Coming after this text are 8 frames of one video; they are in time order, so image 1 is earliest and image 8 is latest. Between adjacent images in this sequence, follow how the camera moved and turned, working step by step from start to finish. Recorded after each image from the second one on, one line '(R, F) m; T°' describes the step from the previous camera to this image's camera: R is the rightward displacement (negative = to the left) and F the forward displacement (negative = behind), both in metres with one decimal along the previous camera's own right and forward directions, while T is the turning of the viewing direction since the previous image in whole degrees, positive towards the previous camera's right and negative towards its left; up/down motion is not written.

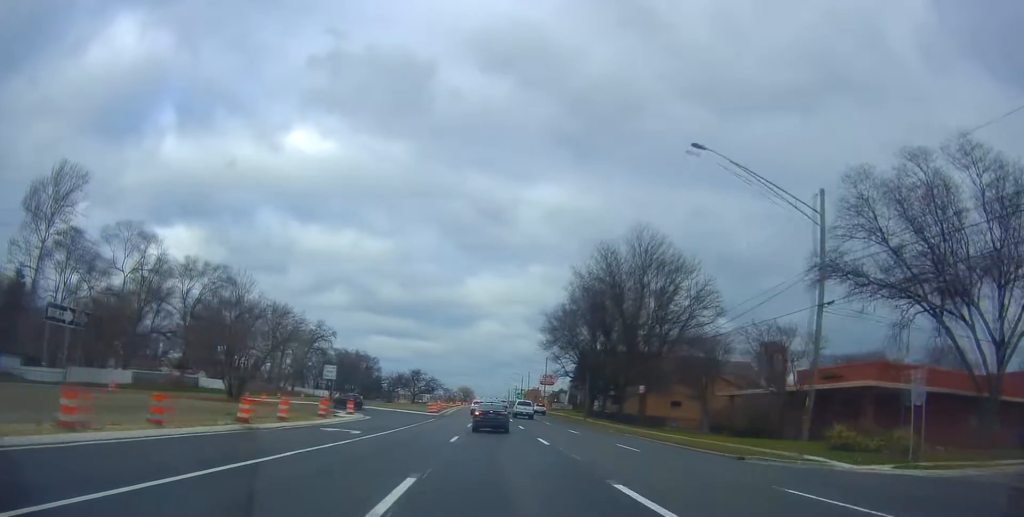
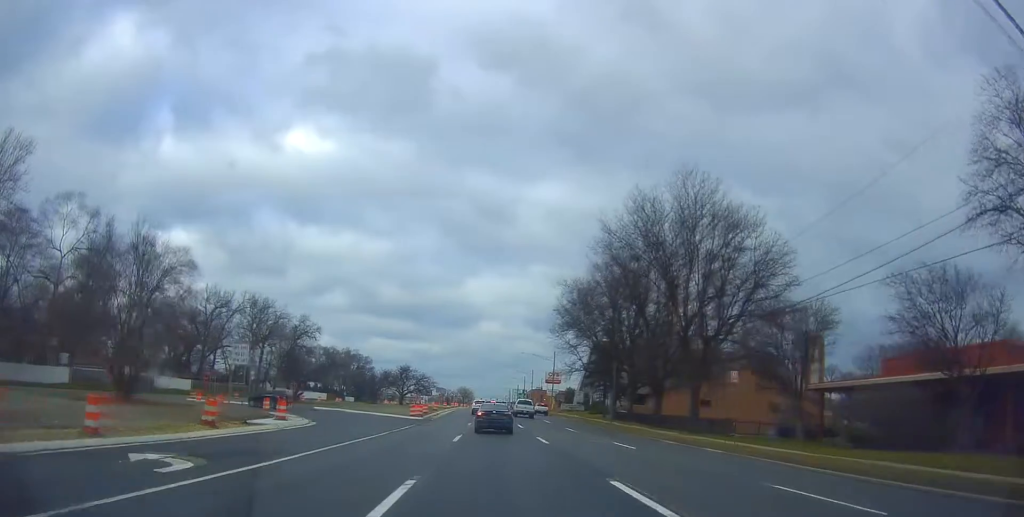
(-0.6, +14.3) m; 0°
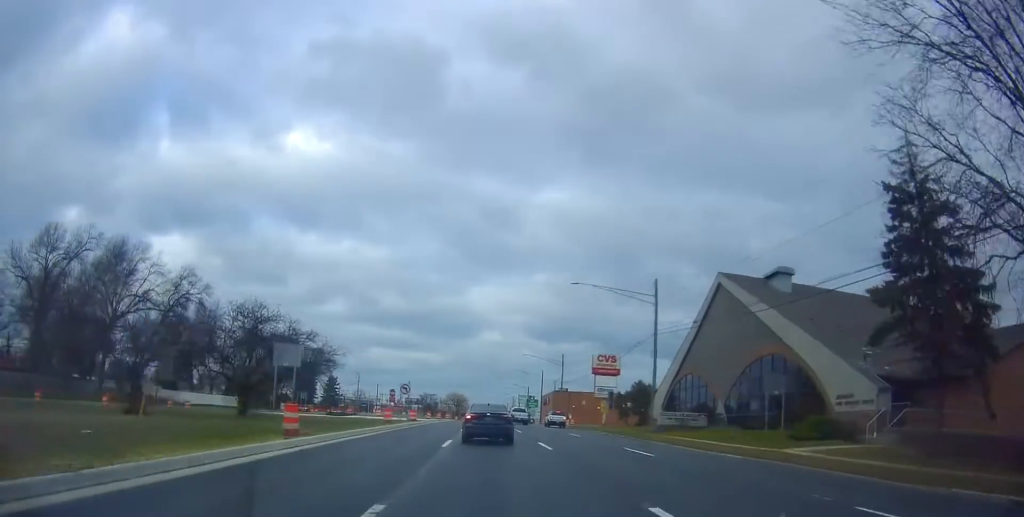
(+2.0, +63.2) m; +1°
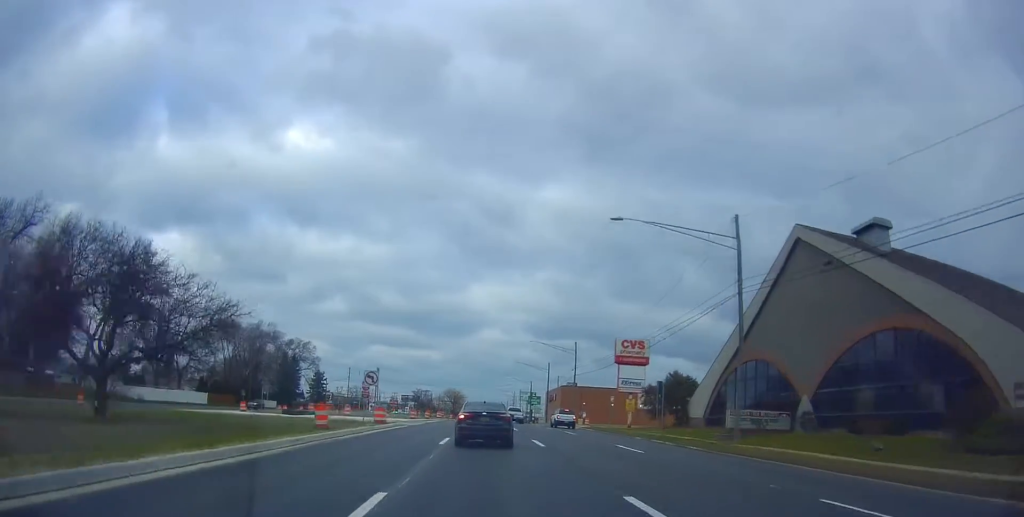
(-0.4, +14.0) m; 0°
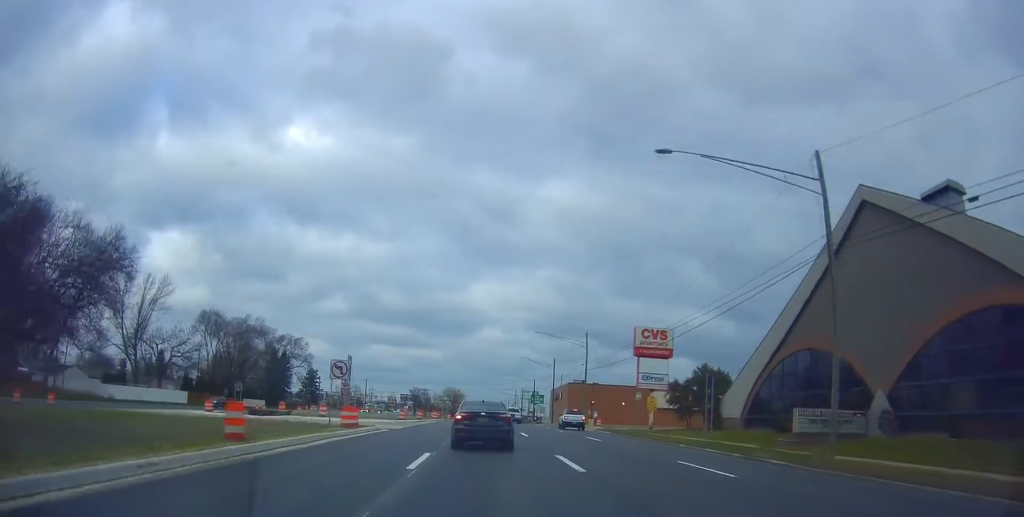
(+0.1, +7.6) m; 0°
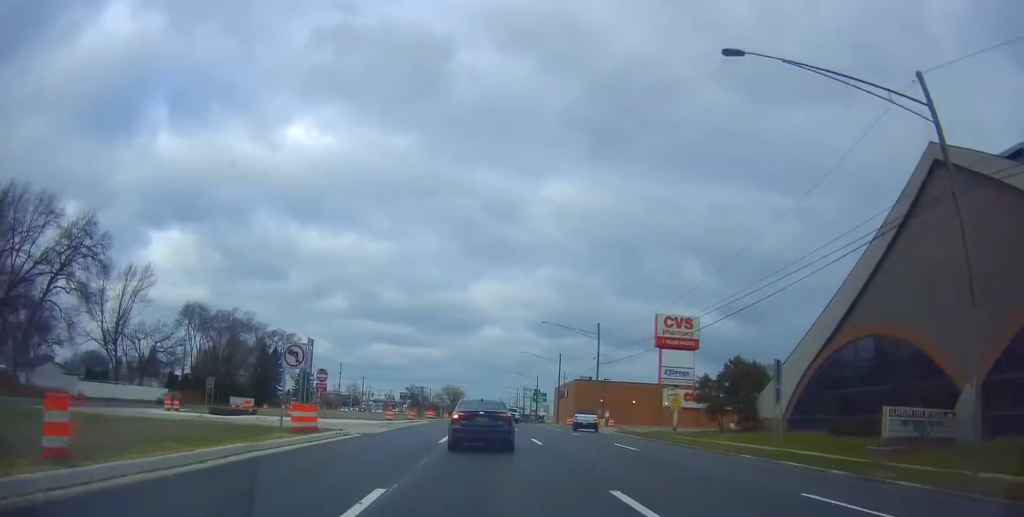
(+0.1, +6.8) m; +1°
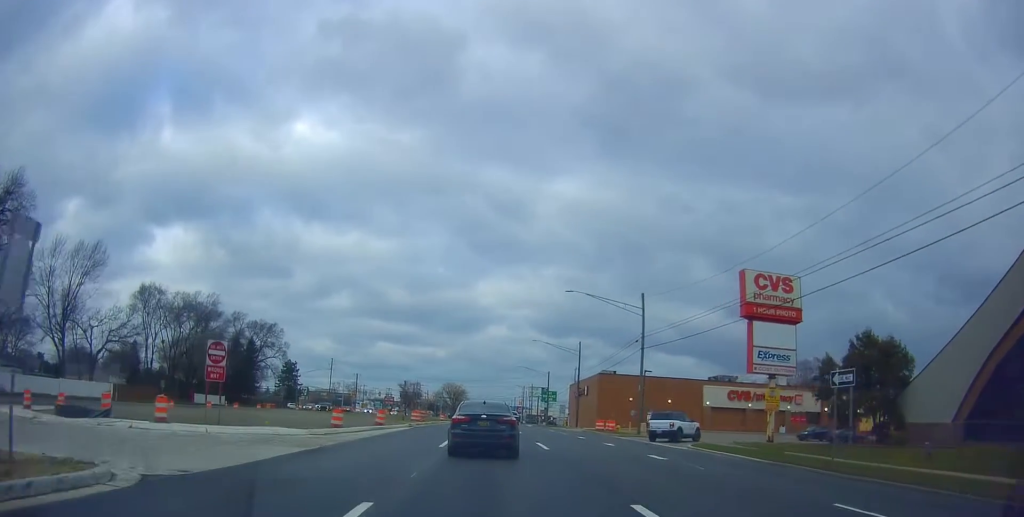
(-0.2, +16.5) m; -3°
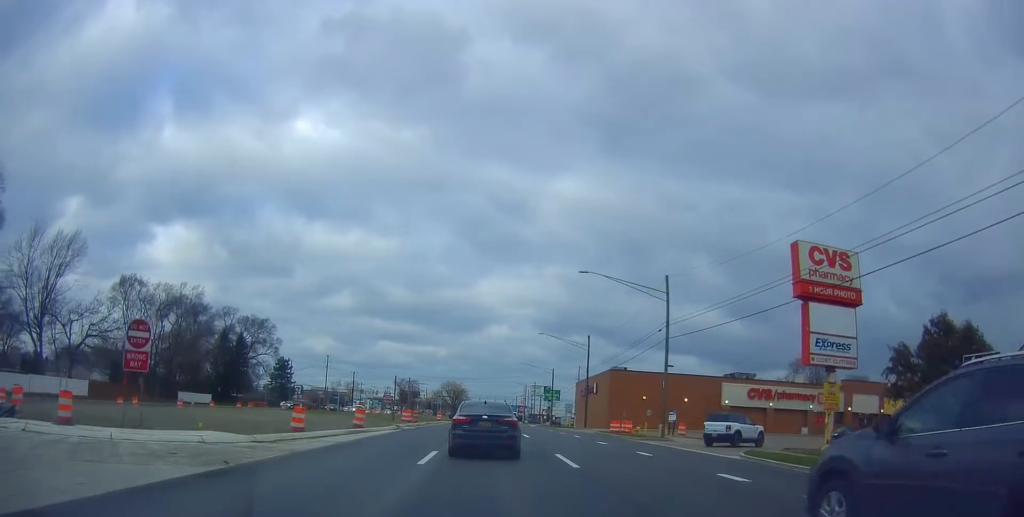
(-0.4, +6.0) m; 0°
